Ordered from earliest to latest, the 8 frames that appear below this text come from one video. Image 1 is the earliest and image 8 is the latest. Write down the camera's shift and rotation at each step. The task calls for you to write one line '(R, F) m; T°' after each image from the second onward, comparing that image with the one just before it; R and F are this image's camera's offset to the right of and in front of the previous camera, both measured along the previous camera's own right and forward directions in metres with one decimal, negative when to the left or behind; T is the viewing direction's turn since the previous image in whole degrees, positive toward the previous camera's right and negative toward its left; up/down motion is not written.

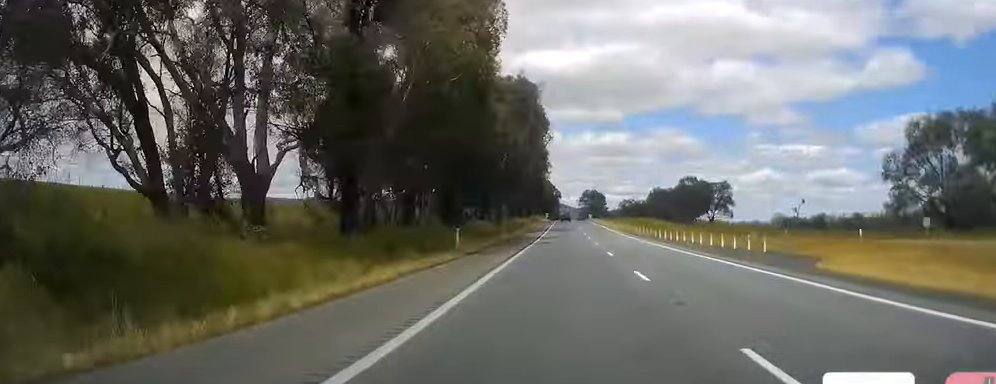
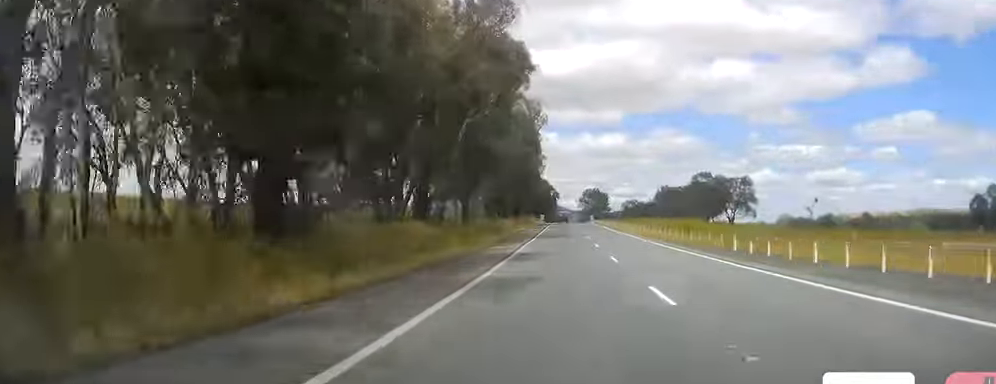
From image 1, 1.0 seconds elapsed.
(-0.1, +28.7) m; 0°
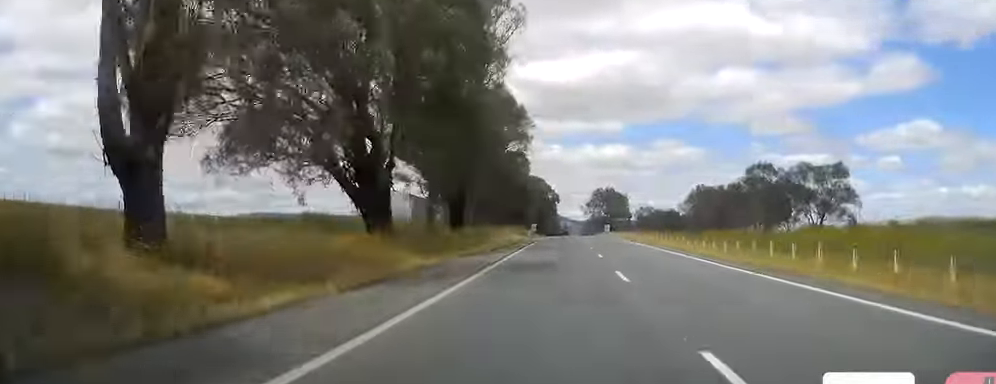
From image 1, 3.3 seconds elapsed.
(-0.3, +66.9) m; +1°
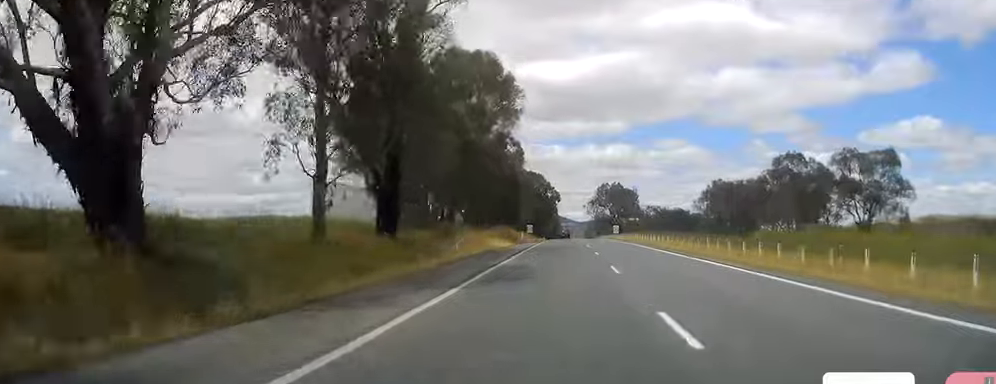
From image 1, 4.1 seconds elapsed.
(+0.7, +21.0) m; 0°
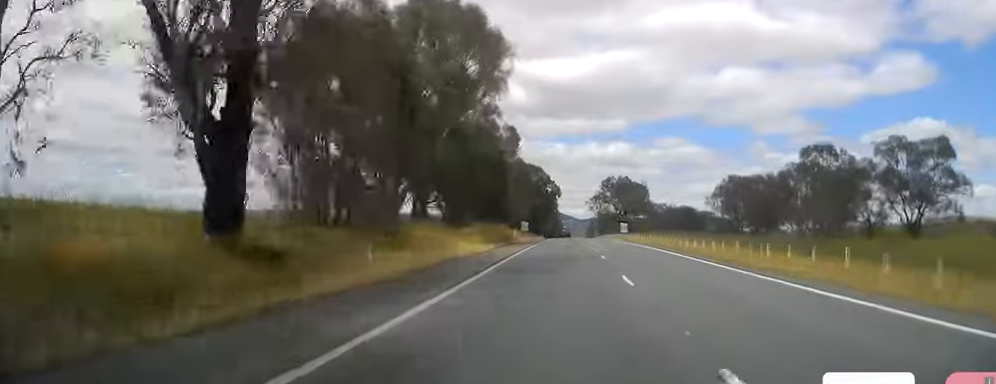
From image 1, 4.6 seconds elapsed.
(0.0, +16.2) m; -1°
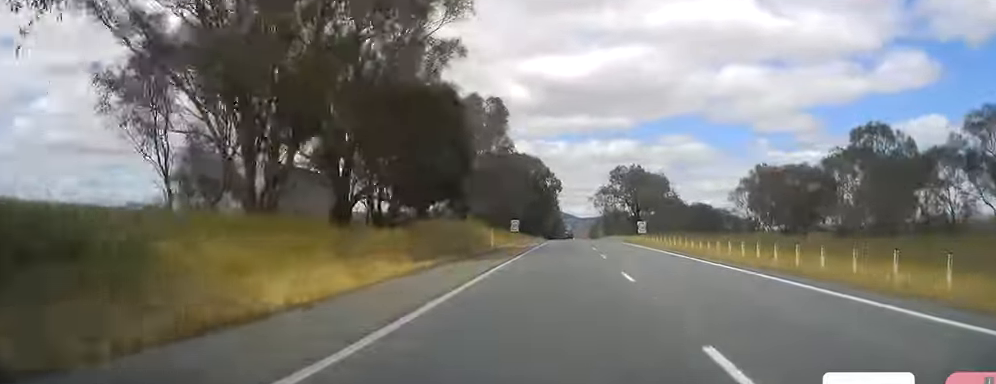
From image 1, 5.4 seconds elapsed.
(-0.4, +22.8) m; -1°
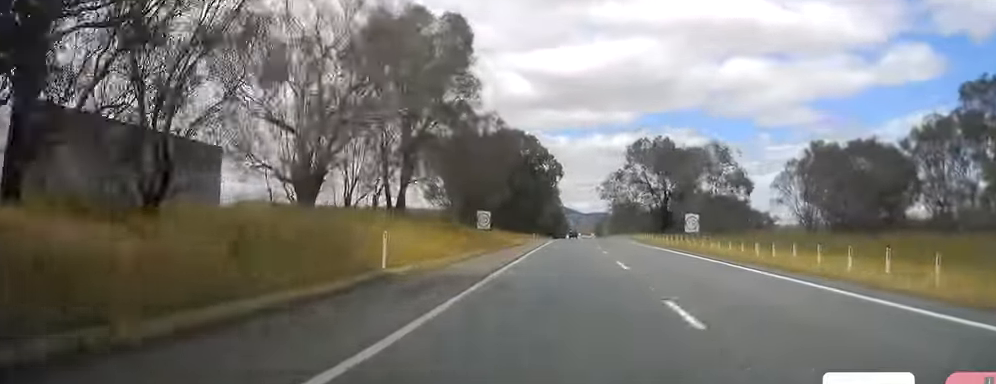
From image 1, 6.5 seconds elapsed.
(-0.2, +31.3) m; 0°
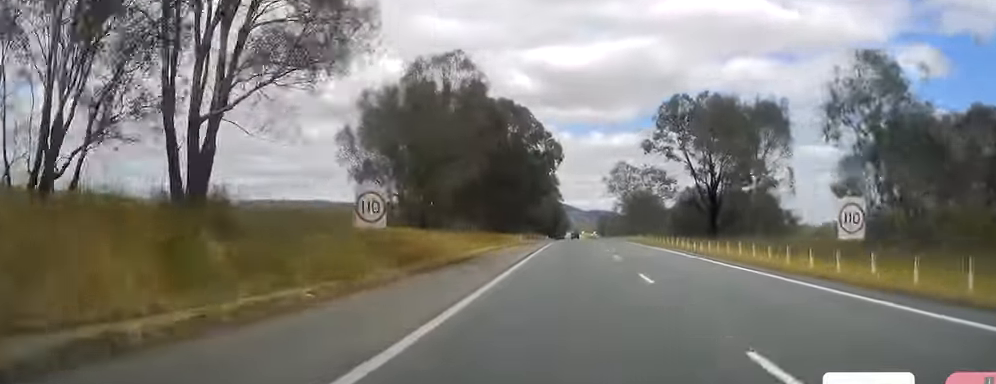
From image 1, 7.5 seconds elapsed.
(+0.2, +28.4) m; 0°
